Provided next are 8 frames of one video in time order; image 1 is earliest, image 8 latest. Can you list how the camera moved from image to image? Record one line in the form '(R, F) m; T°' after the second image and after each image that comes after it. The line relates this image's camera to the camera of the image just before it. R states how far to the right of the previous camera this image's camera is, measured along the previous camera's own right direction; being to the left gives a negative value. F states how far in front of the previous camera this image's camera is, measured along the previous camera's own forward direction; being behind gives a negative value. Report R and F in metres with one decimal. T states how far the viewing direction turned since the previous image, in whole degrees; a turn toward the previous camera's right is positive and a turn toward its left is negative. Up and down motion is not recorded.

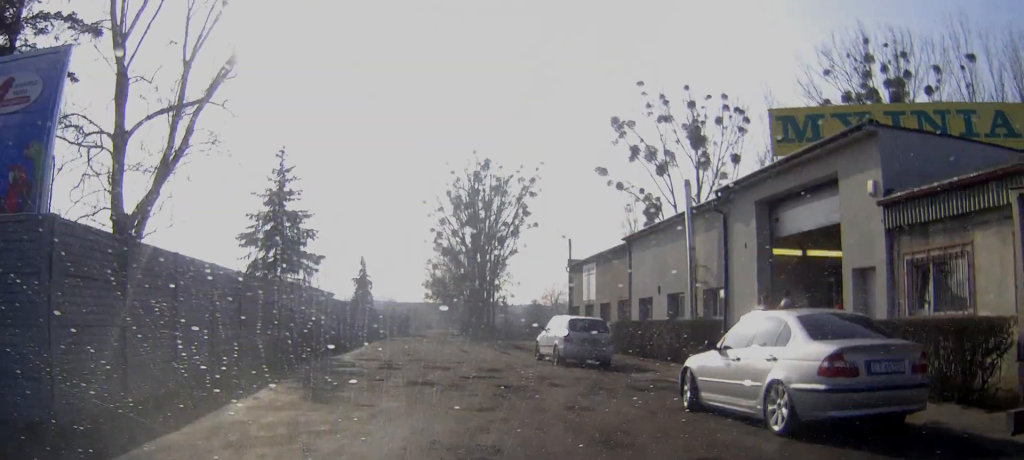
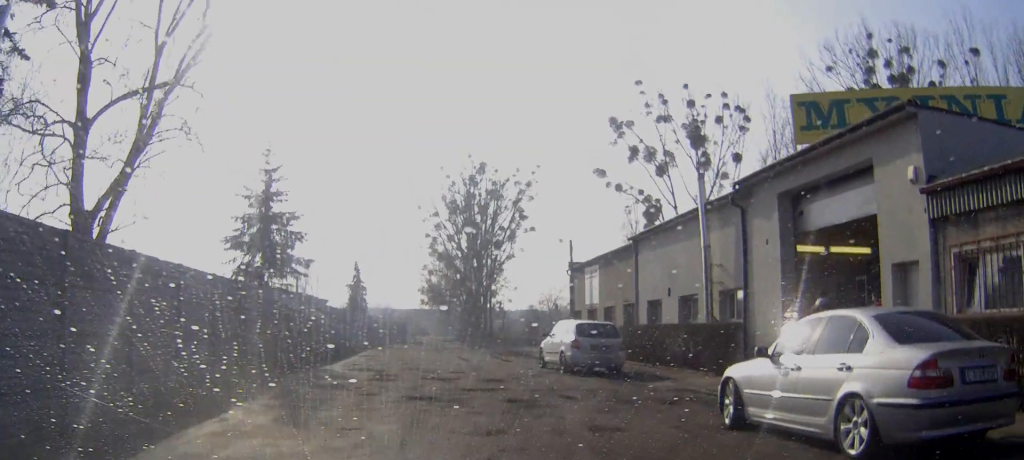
(0.0, +1.7) m; 0°
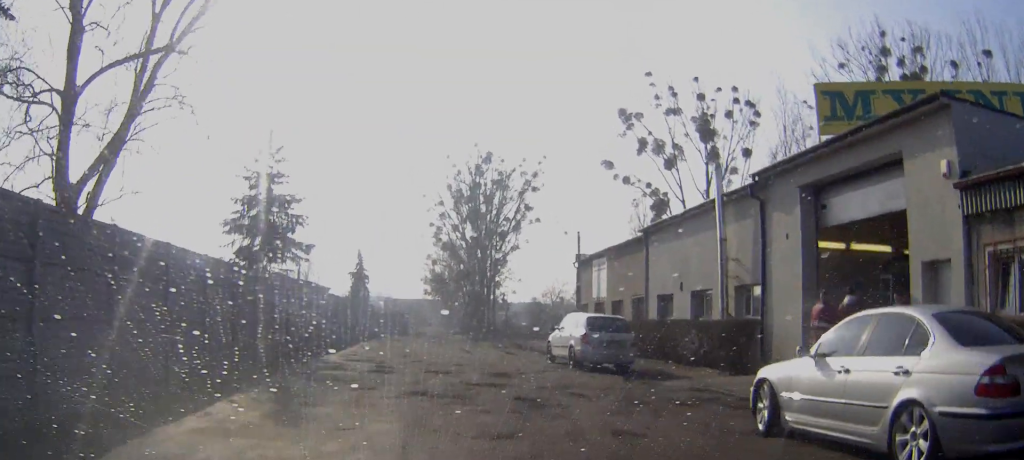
(0.0, +0.8) m; -1°
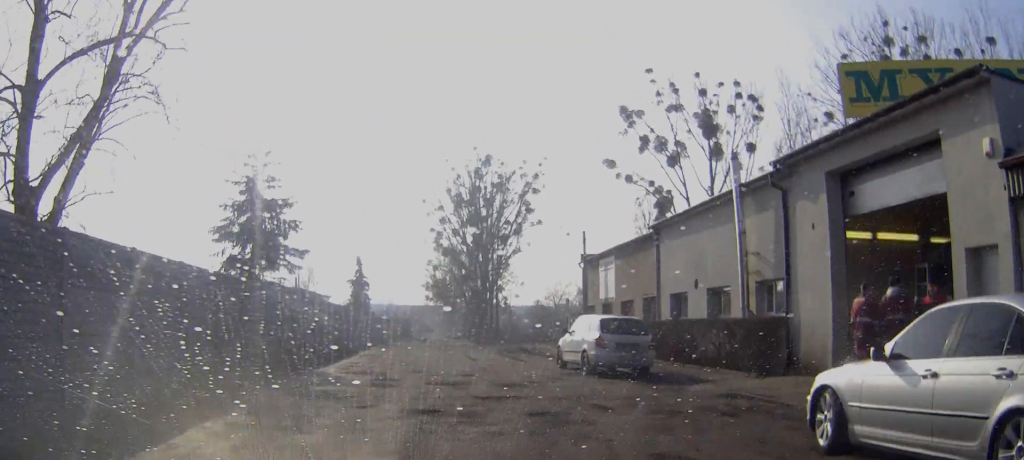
(0.0, +1.4) m; -1°
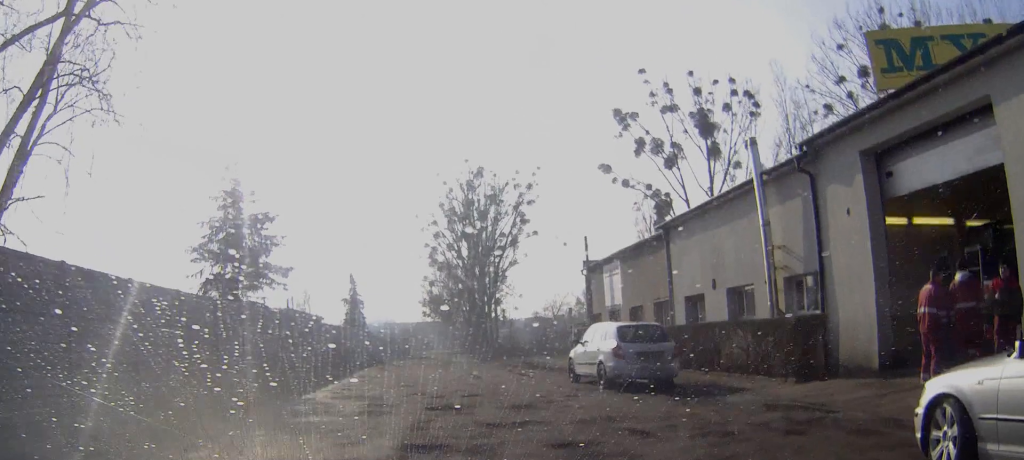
(0.0, +1.9) m; 0°
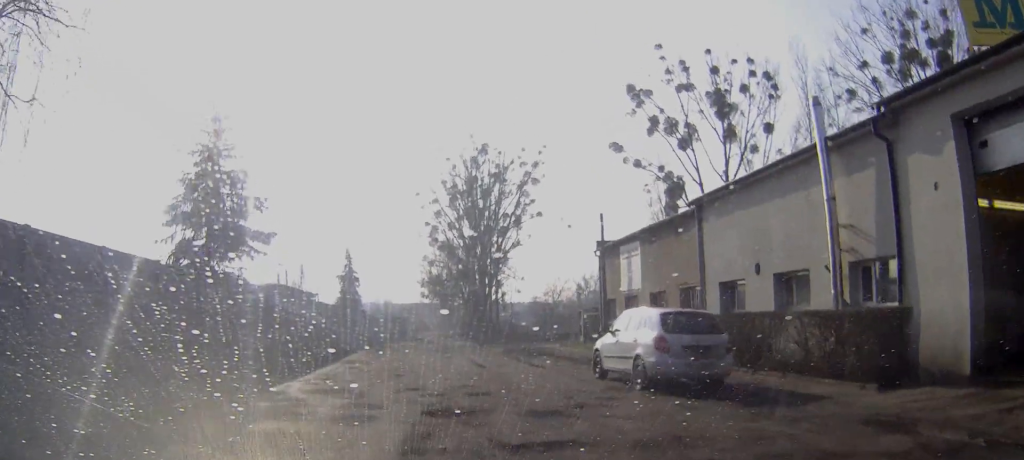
(0.0, +2.8) m; +1°
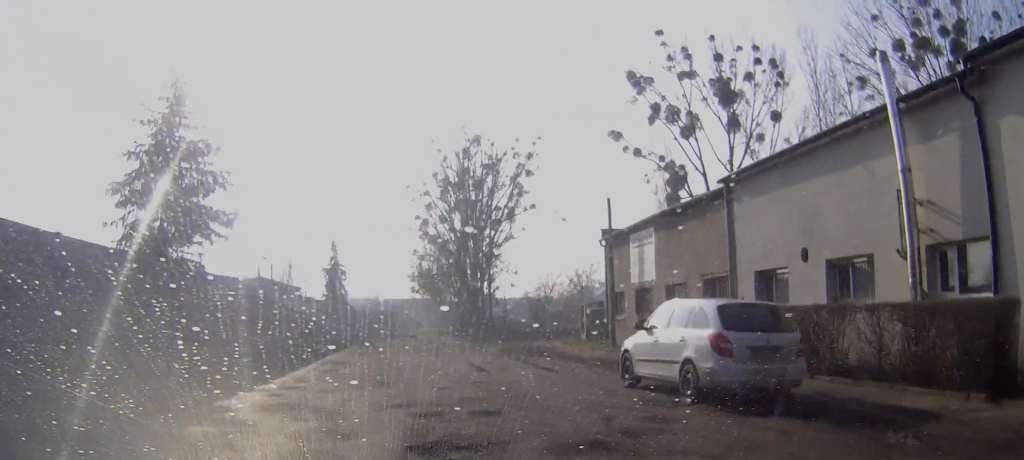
(0.0, +3.1) m; 0°
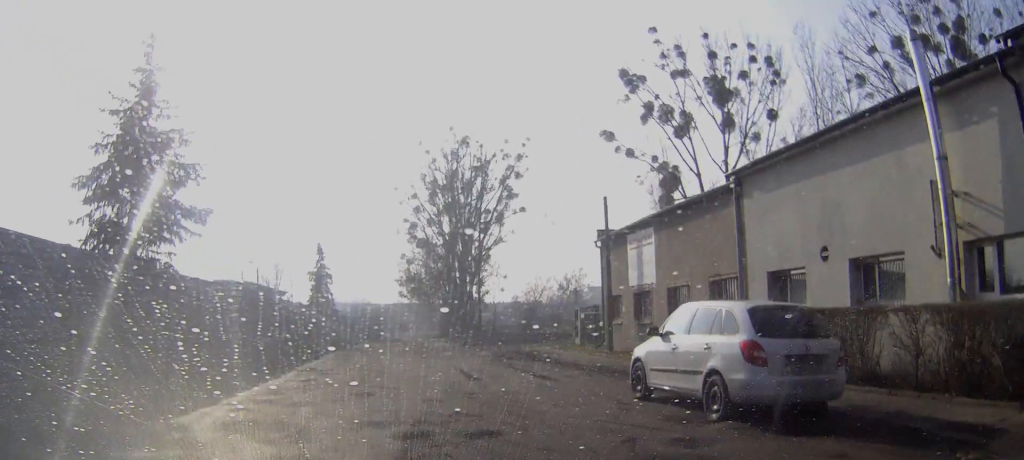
(0.0, +1.5) m; +1°
